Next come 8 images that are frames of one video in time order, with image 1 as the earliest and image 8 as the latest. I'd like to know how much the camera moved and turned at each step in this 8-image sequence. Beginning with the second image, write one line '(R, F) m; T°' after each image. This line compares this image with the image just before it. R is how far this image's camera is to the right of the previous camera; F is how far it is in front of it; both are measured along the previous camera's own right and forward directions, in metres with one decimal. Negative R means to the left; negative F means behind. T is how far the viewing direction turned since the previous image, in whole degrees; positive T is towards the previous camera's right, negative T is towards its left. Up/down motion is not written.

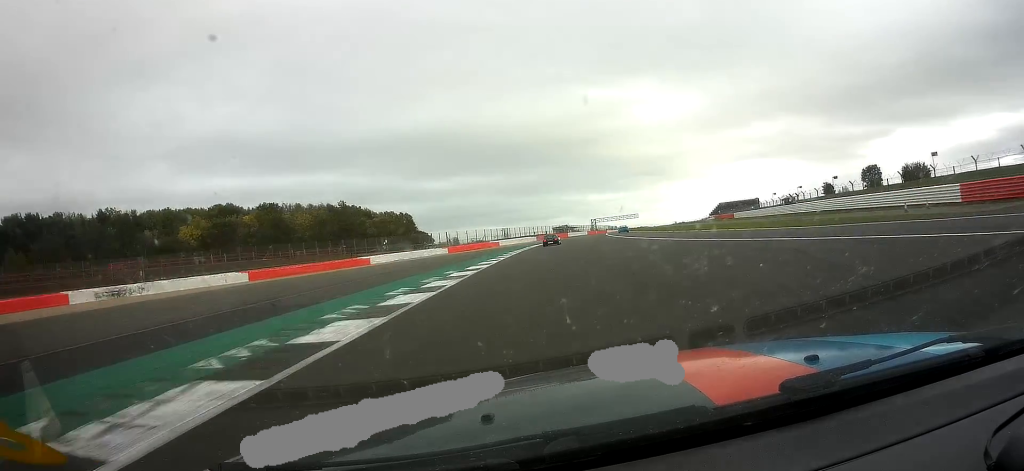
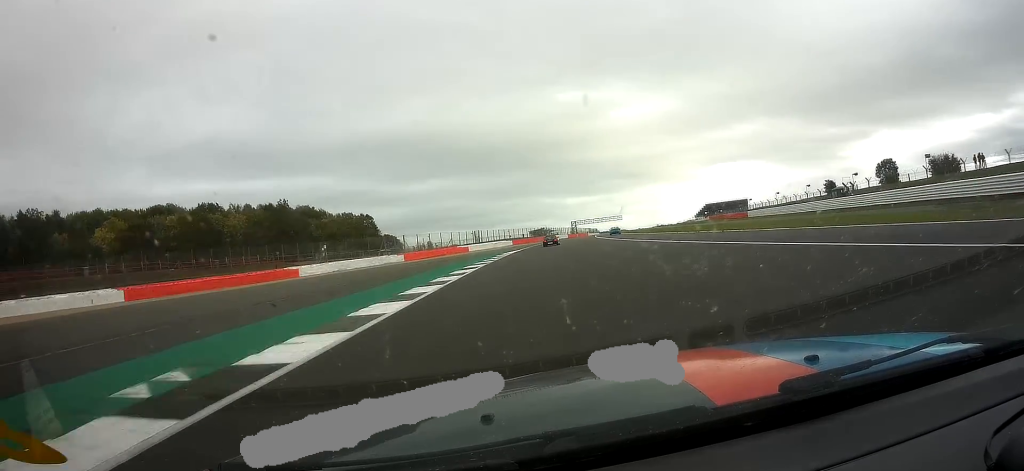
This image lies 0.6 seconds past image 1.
(+0.9, +20.9) m; +3°
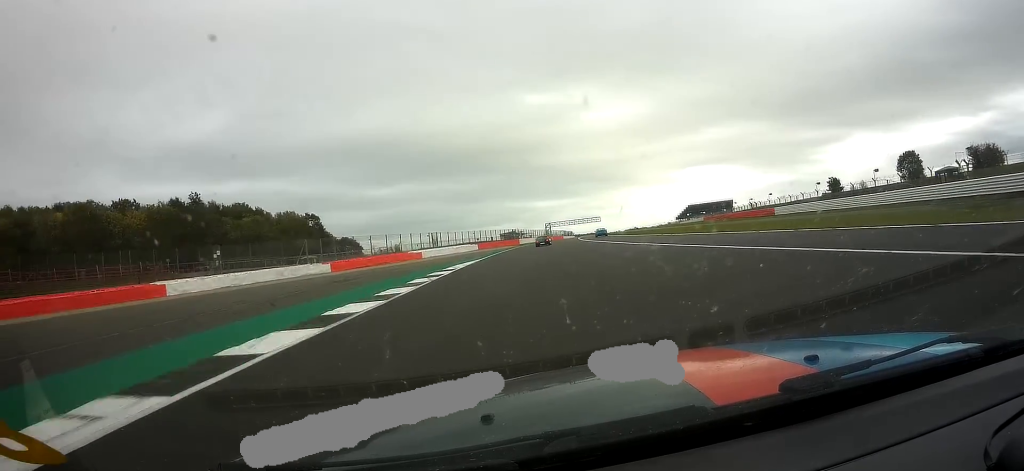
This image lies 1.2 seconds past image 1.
(+0.6, +23.6) m; +3°
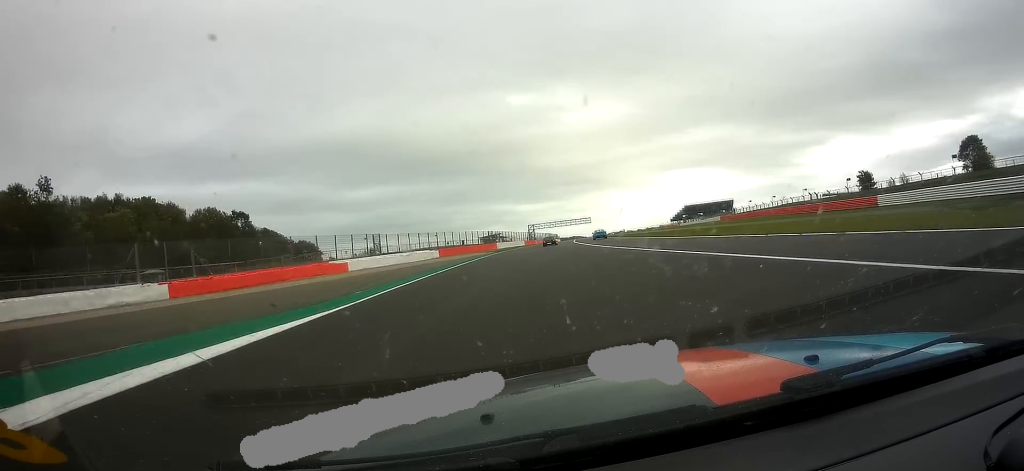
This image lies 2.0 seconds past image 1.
(+0.6, +31.5) m; +2°
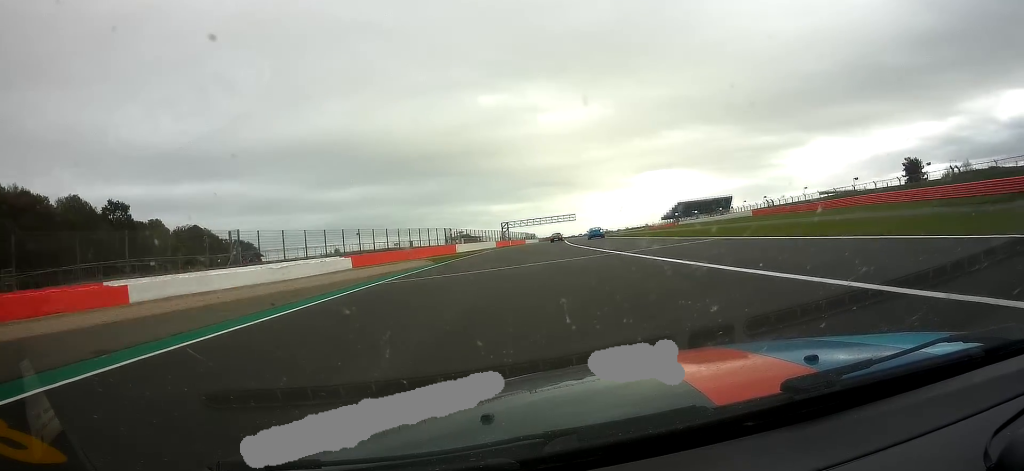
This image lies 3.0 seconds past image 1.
(+0.8, +35.9) m; +2°
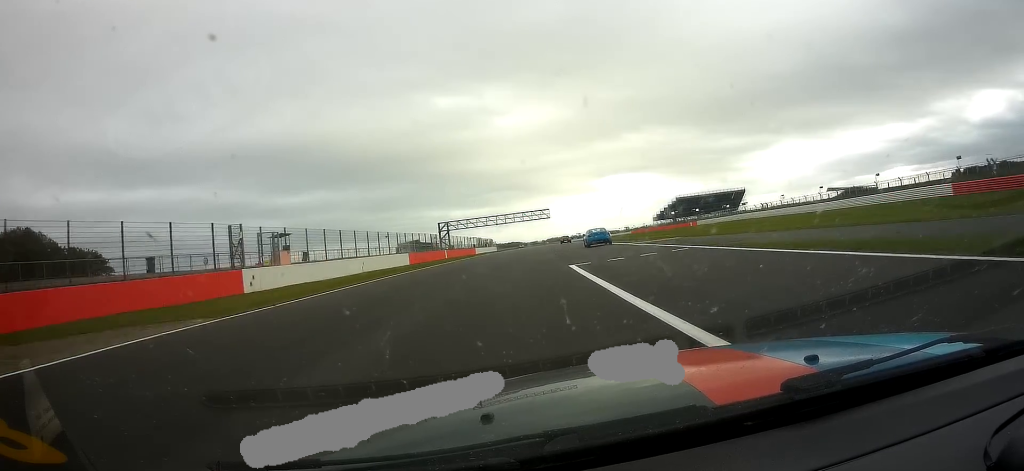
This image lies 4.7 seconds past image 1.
(+1.9, +66.6) m; +3°
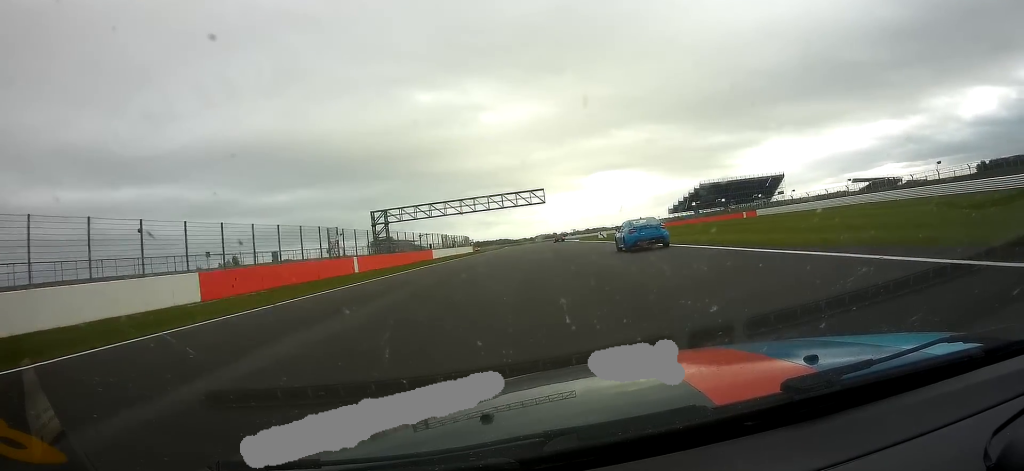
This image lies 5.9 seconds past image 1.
(+0.7, +47.8) m; +2°
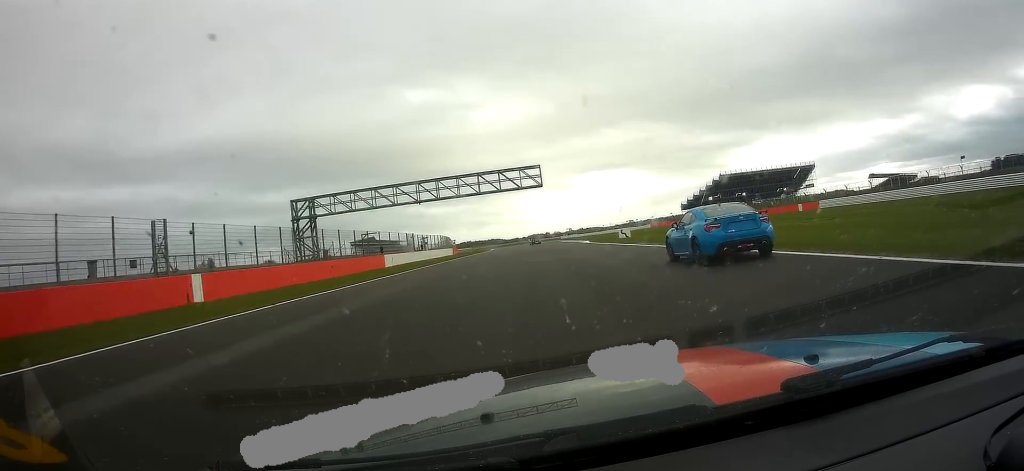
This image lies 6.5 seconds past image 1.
(+0.2, +26.9) m; +1°
